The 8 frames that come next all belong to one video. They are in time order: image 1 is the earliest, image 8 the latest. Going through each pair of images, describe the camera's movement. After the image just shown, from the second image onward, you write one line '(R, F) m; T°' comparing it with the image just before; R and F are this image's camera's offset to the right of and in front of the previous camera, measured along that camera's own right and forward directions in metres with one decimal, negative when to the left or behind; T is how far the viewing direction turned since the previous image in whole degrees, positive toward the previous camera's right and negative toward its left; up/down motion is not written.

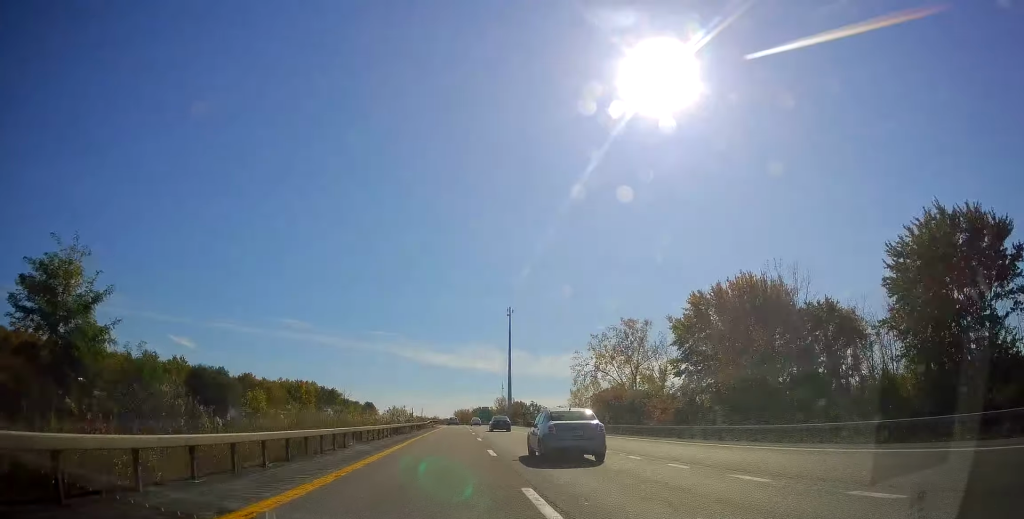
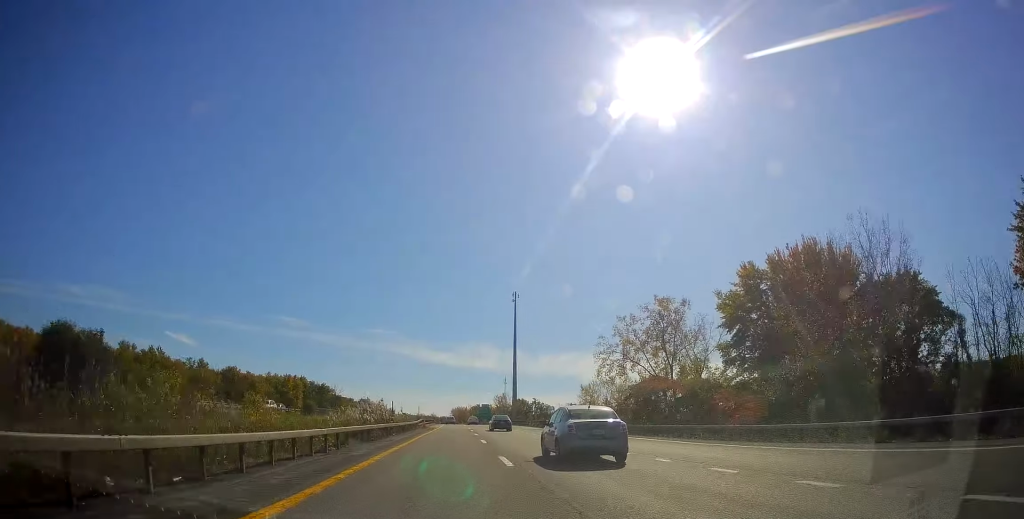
(+0.1, +16.3) m; +1°
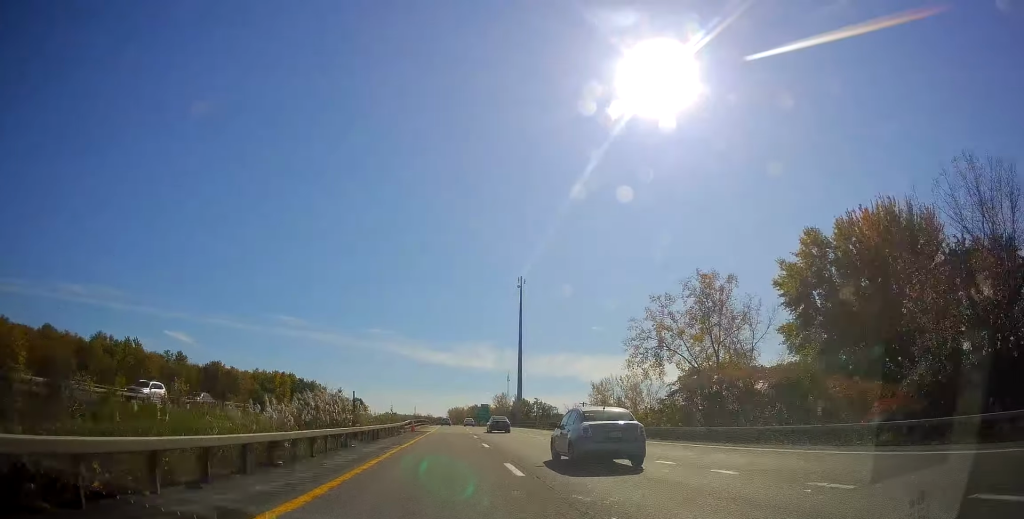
(+0.2, +14.4) m; 0°
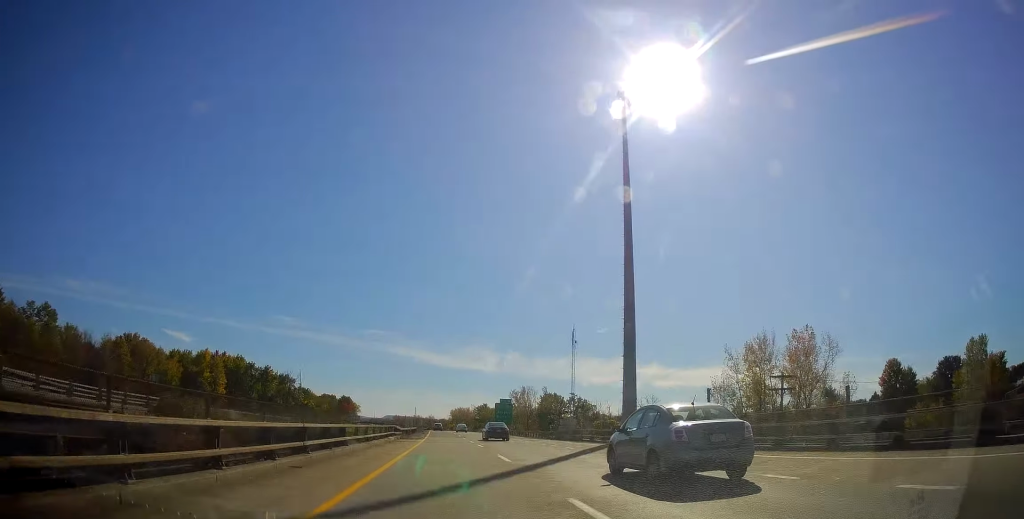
(-0.1, +67.6) m; +1°
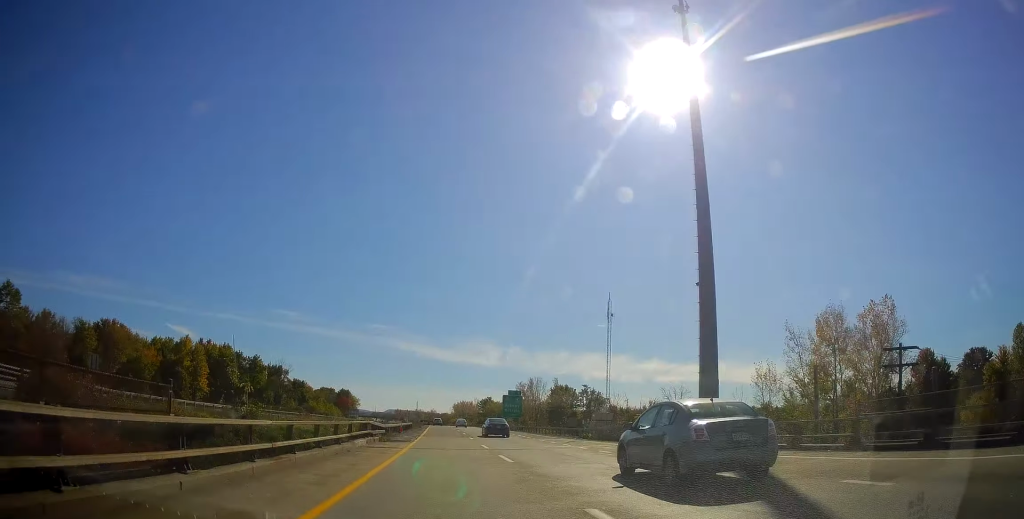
(0.0, +13.6) m; 0°
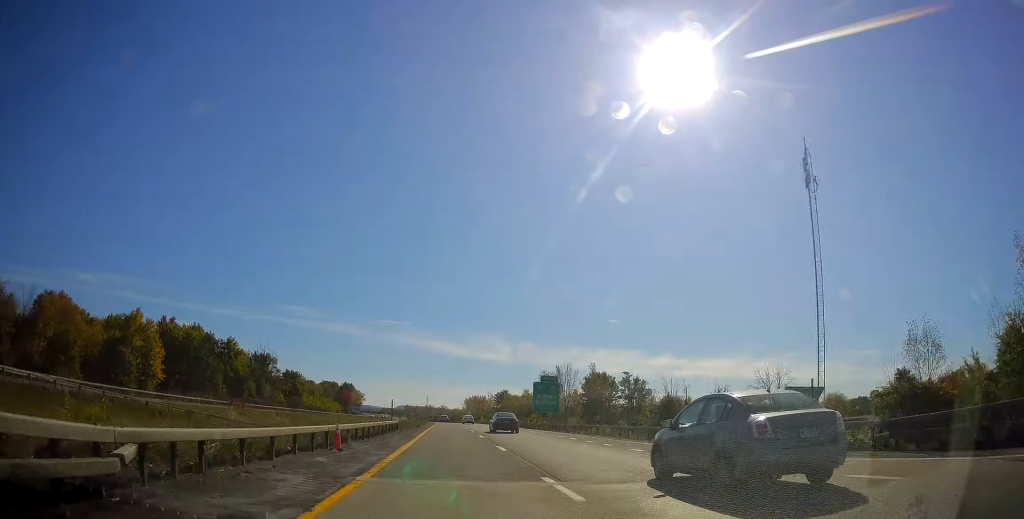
(-0.1, +29.1) m; 0°
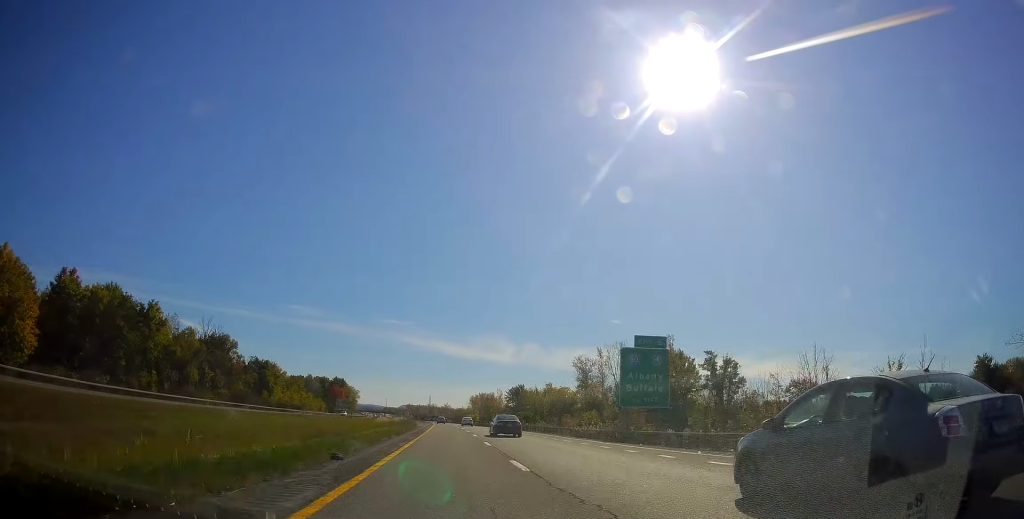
(+0.1, +42.8) m; -1°
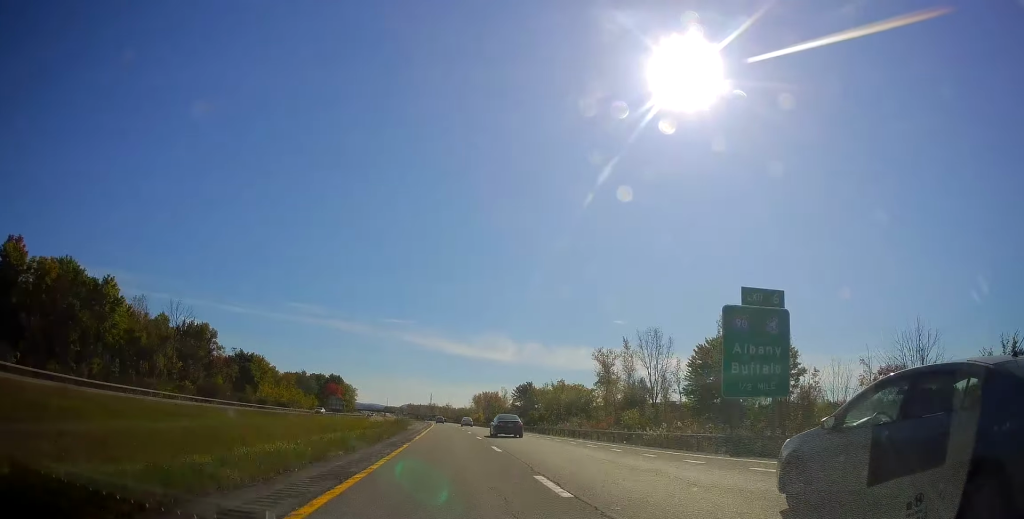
(-0.4, +16.7) m; -1°
